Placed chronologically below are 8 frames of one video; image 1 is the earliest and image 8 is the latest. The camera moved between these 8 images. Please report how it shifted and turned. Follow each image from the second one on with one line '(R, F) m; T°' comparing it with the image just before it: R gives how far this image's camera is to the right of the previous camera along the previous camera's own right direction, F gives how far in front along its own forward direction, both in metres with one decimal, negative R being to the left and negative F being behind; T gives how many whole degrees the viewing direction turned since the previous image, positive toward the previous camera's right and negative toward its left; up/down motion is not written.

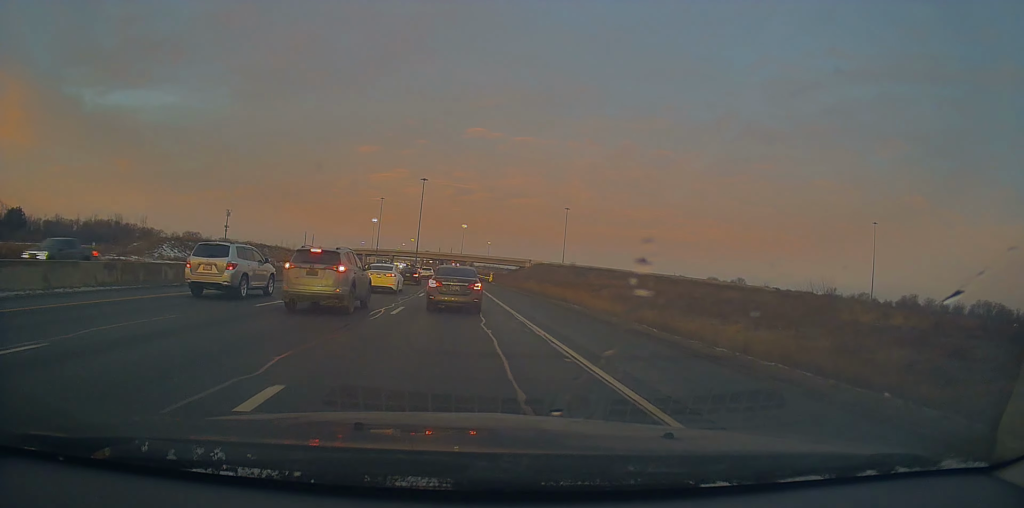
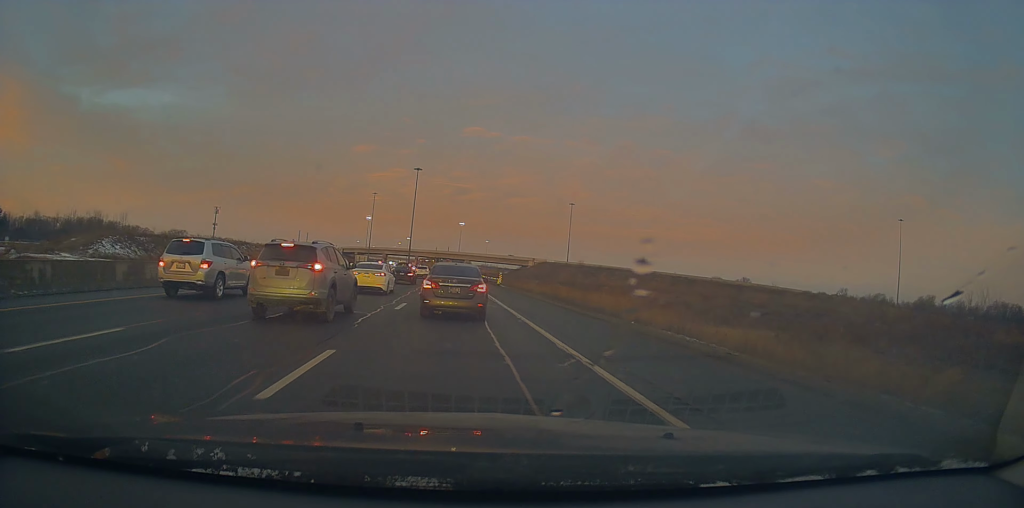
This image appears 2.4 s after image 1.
(0.0, +22.1) m; 0°
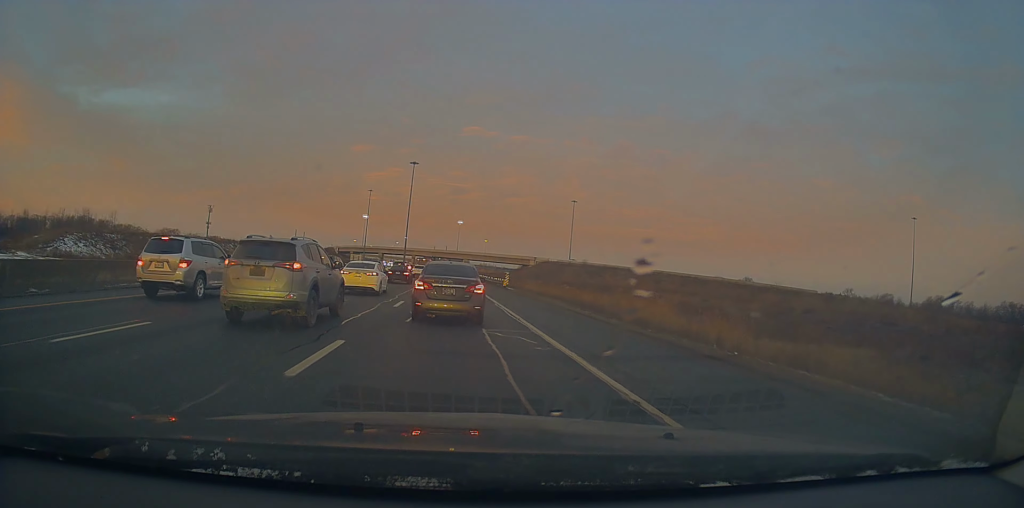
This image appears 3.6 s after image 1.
(-0.1, +11.2) m; +1°
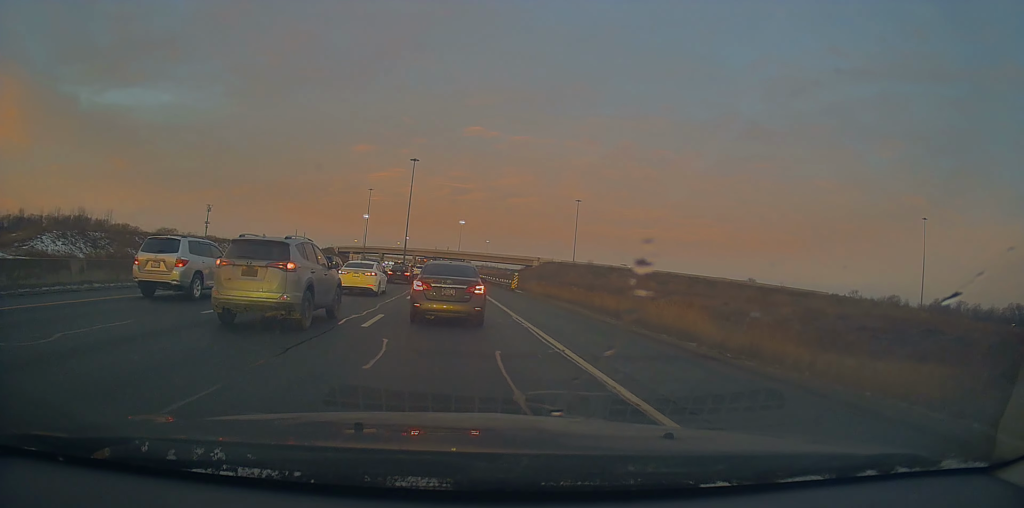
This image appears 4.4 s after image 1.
(+0.1, +6.6) m; +1°
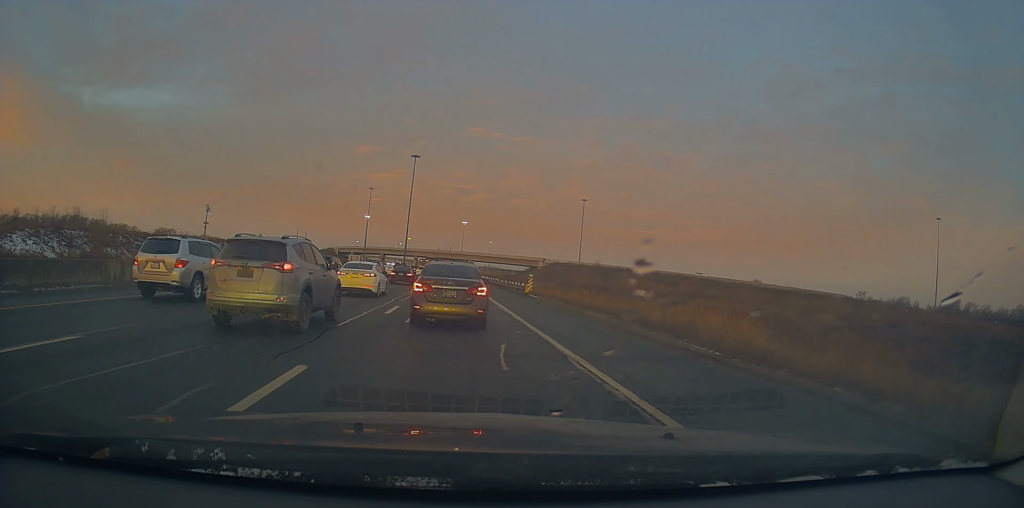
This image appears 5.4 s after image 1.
(+0.2, +8.1) m; -1°
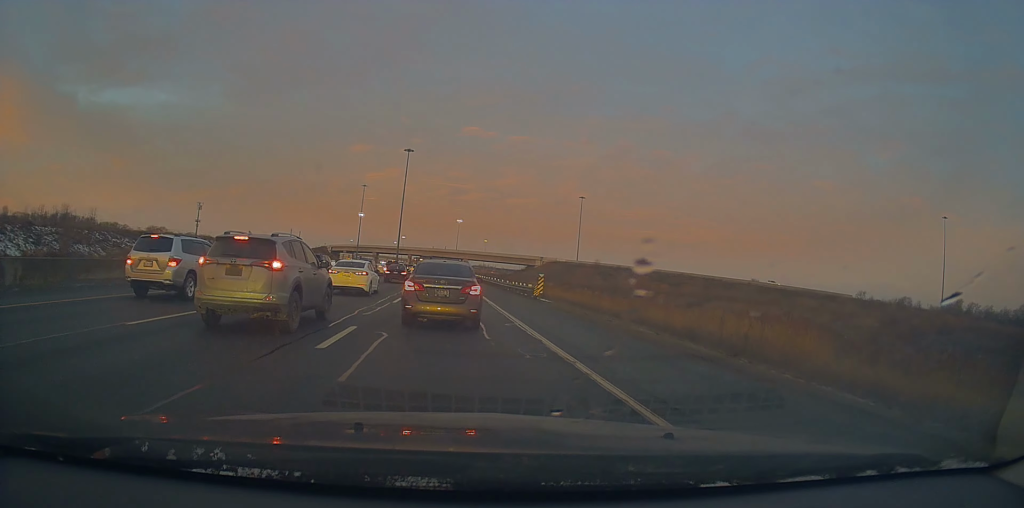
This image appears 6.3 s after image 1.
(-0.3, +7.4) m; -2°
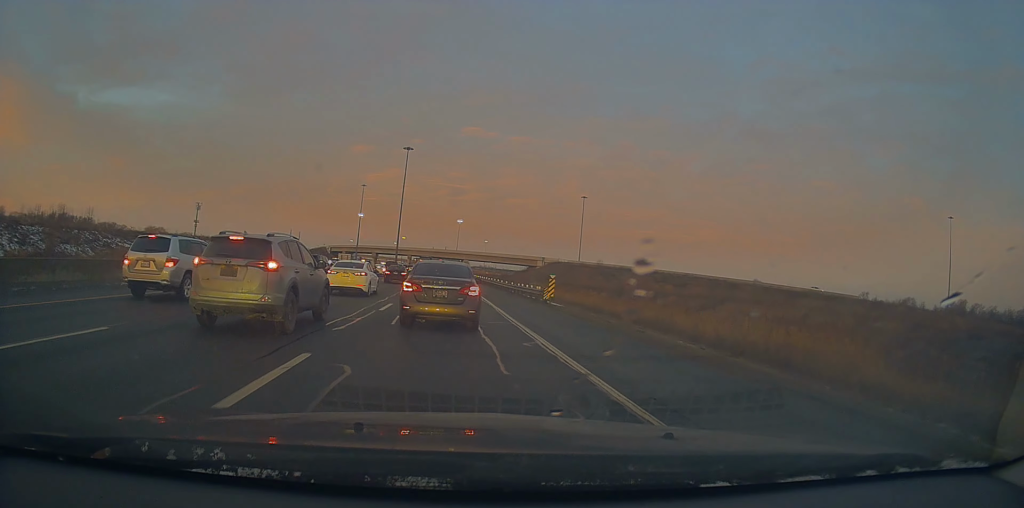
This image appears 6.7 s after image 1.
(0.0, +3.8) m; +1°
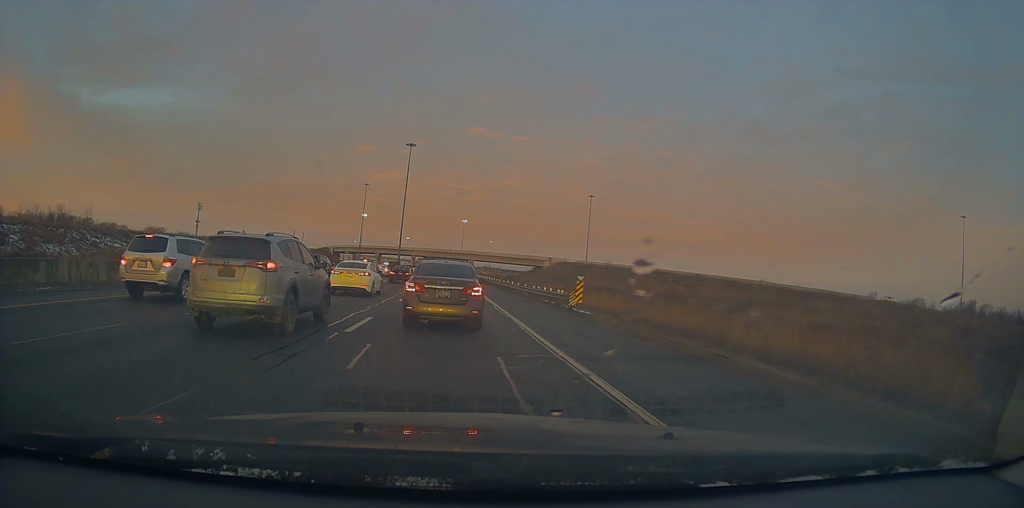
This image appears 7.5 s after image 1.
(+0.1, +5.8) m; +1°
